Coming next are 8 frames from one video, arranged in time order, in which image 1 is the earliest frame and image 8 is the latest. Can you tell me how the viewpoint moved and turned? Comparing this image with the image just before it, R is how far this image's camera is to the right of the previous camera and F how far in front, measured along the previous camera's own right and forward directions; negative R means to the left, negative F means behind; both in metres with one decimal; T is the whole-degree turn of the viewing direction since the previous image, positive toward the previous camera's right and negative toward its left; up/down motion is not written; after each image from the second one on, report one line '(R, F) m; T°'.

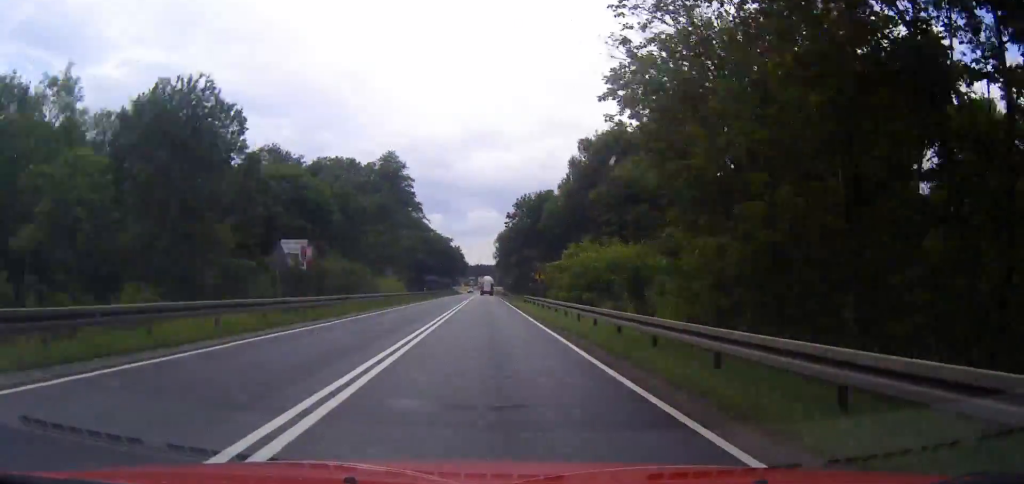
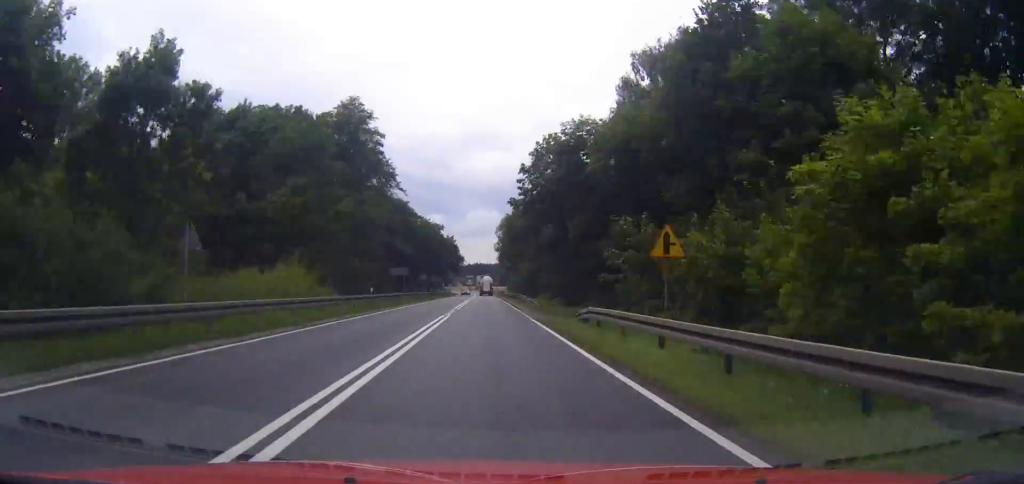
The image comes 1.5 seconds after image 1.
(0.0, +35.7) m; 0°
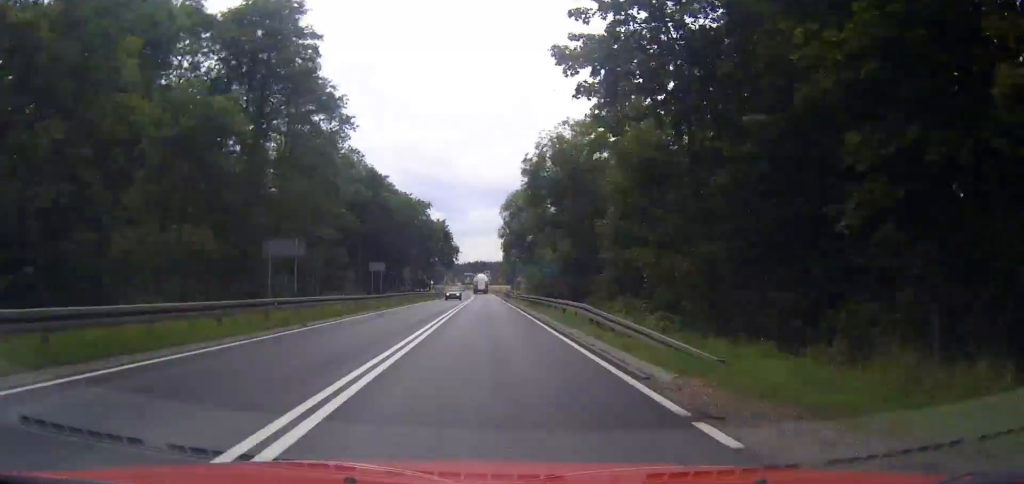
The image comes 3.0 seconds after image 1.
(0.0, +34.1) m; 0°
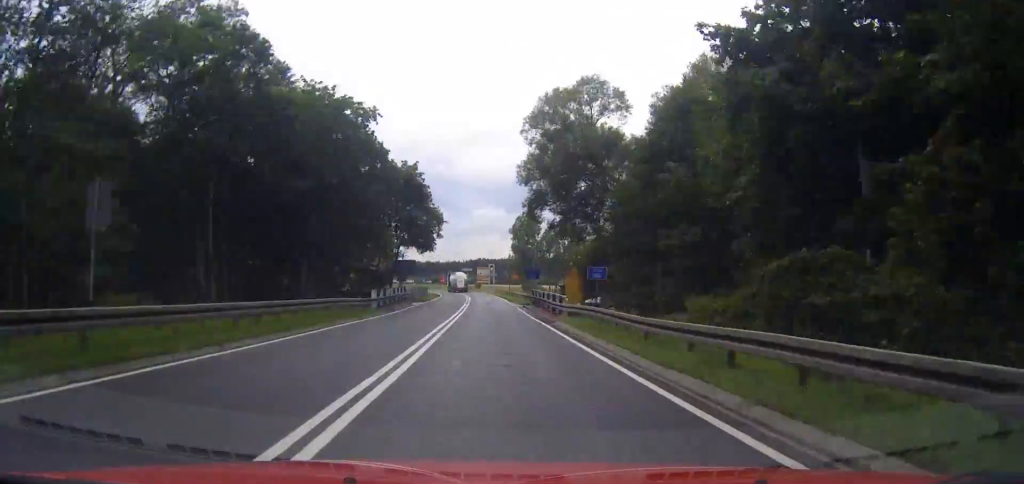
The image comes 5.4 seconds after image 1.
(-0.1, +53.4) m; -1°
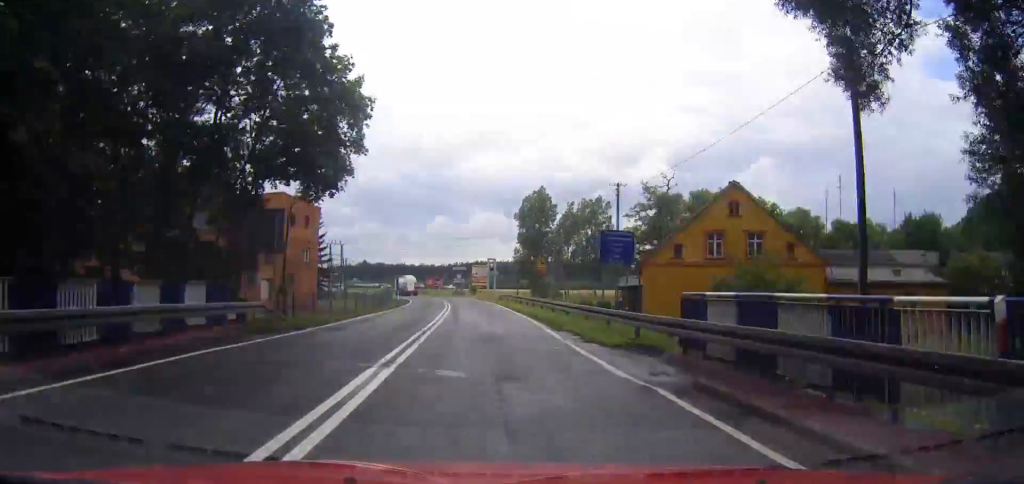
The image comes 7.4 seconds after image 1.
(+0.3, +42.9) m; -1°
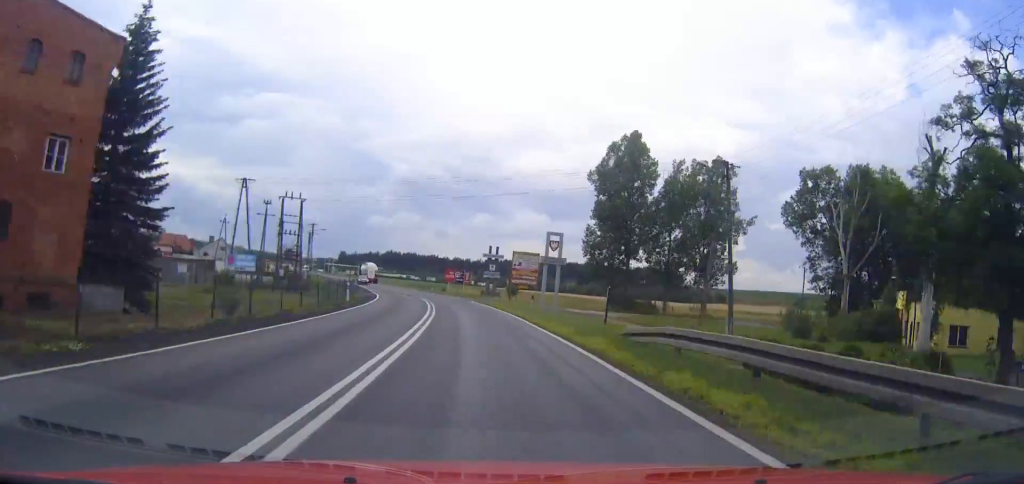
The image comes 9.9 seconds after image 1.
(-1.7, +50.7) m; -5°
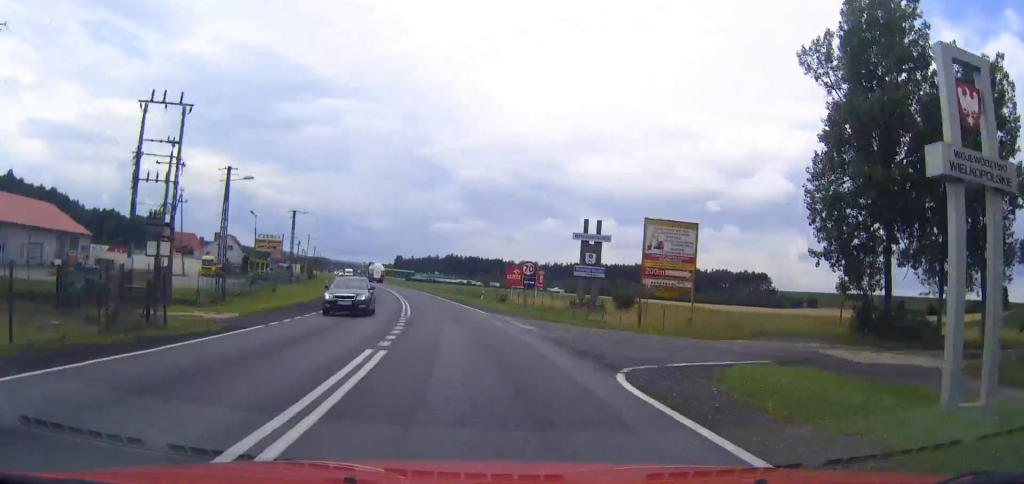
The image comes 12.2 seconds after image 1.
(-2.3, +45.0) m; -5°
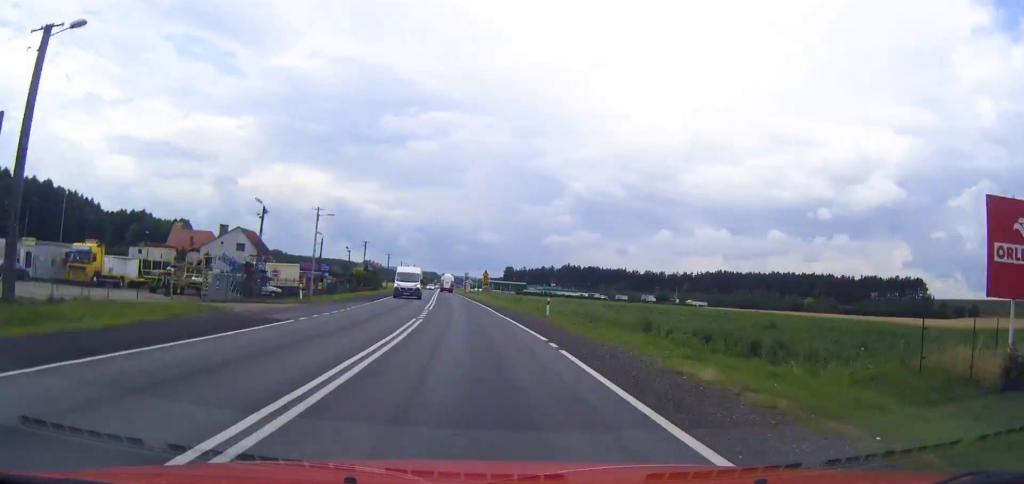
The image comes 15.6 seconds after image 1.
(-4.1, +64.8) m; -6°
